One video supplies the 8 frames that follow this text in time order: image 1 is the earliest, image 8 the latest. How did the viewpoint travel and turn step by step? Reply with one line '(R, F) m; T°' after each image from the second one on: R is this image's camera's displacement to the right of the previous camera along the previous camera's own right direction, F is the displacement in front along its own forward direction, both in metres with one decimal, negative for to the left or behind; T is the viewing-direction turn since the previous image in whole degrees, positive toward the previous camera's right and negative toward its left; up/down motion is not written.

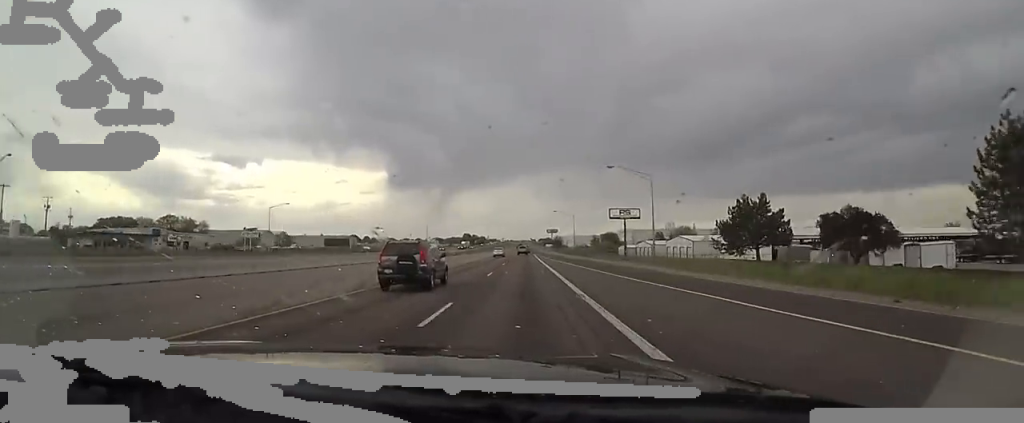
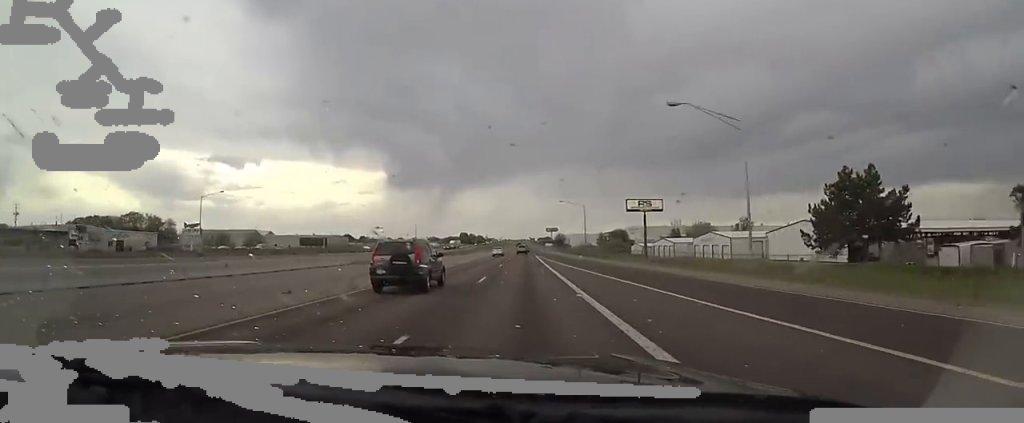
(-0.5, +20.0) m; -1°
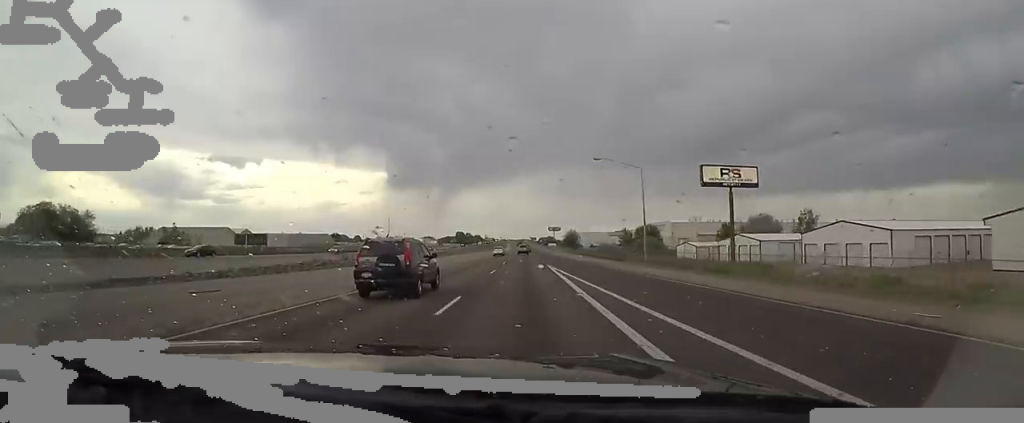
(+0.8, +39.9) m; +2°
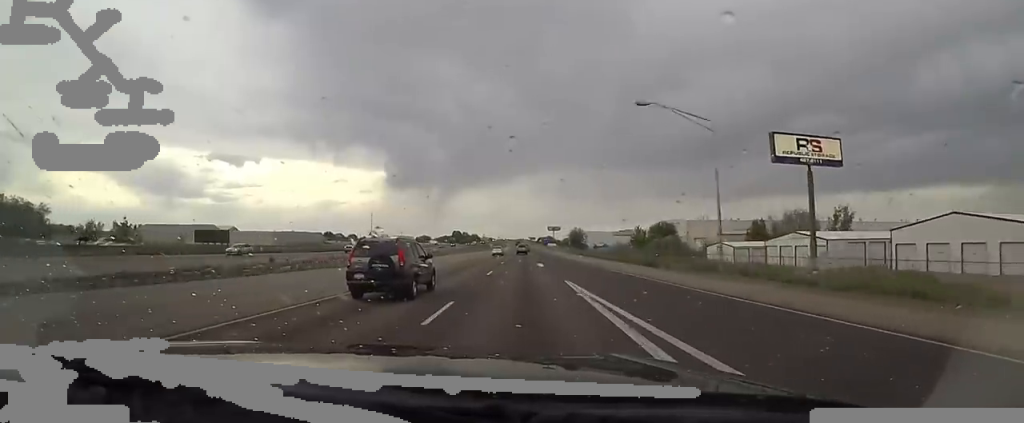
(+0.7, +16.5) m; 0°
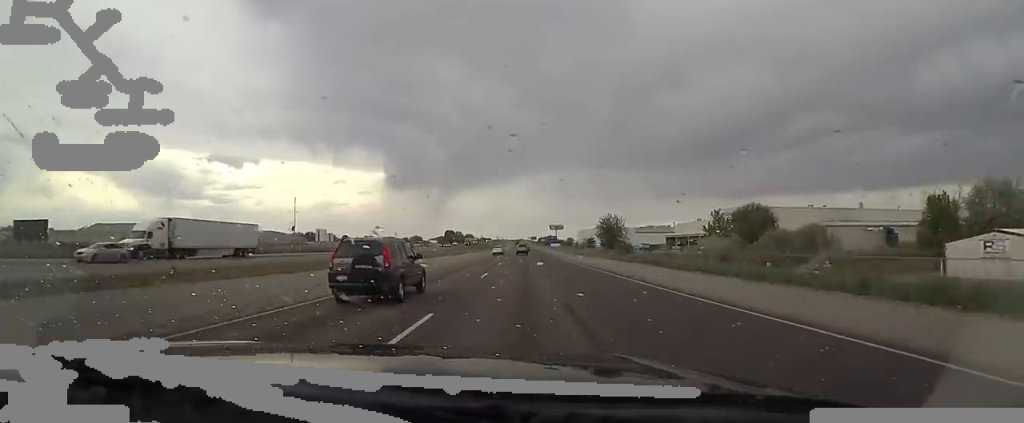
(-1.5, +47.8) m; -2°
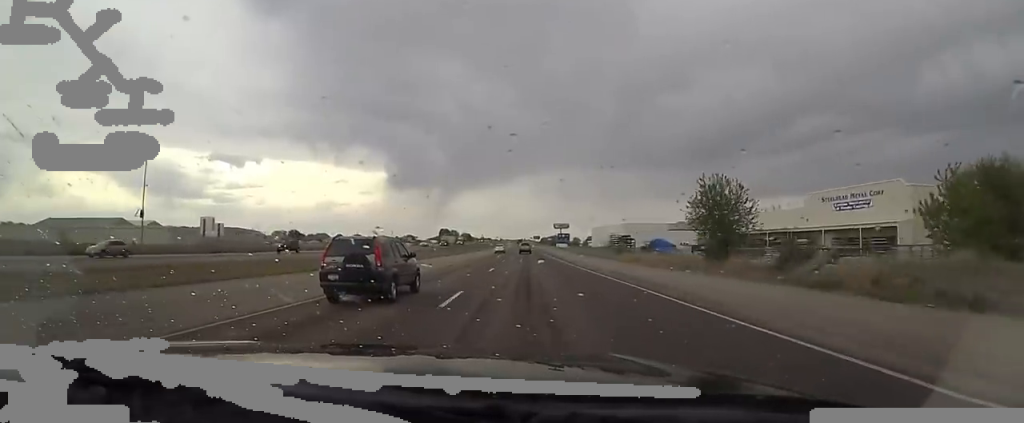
(-0.1, +40.9) m; +1°
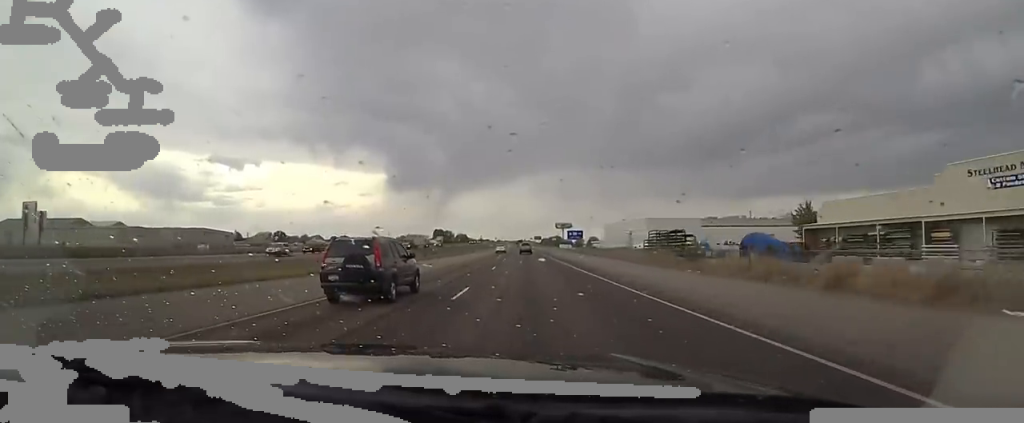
(+0.7, +28.9) m; +1°
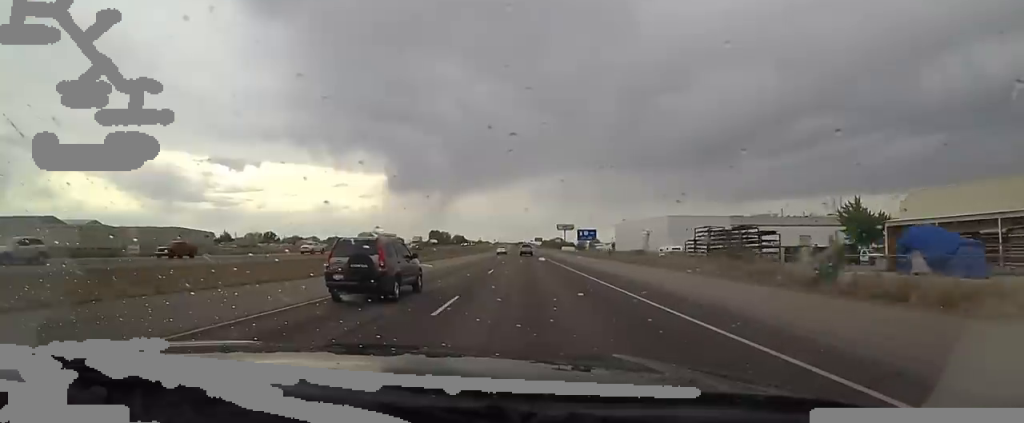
(+0.7, +18.1) m; 0°
